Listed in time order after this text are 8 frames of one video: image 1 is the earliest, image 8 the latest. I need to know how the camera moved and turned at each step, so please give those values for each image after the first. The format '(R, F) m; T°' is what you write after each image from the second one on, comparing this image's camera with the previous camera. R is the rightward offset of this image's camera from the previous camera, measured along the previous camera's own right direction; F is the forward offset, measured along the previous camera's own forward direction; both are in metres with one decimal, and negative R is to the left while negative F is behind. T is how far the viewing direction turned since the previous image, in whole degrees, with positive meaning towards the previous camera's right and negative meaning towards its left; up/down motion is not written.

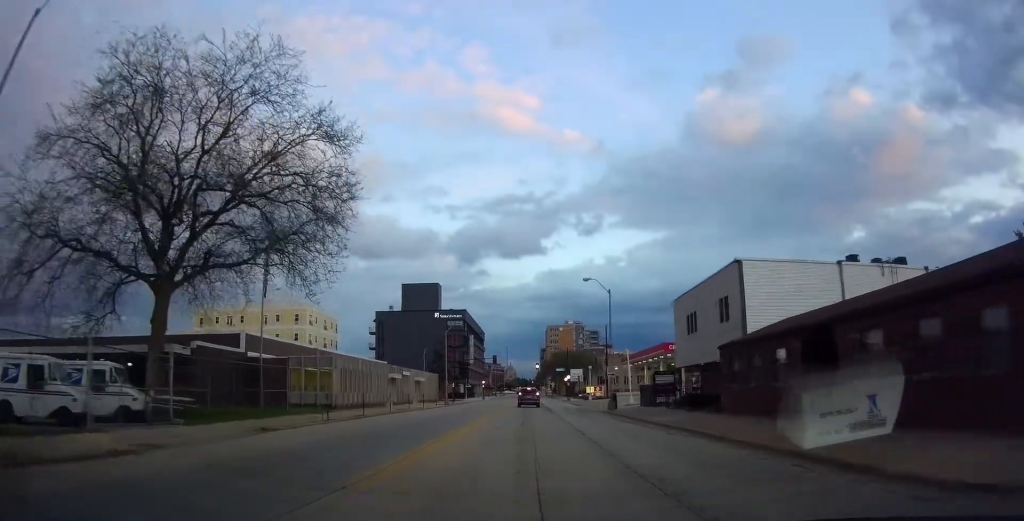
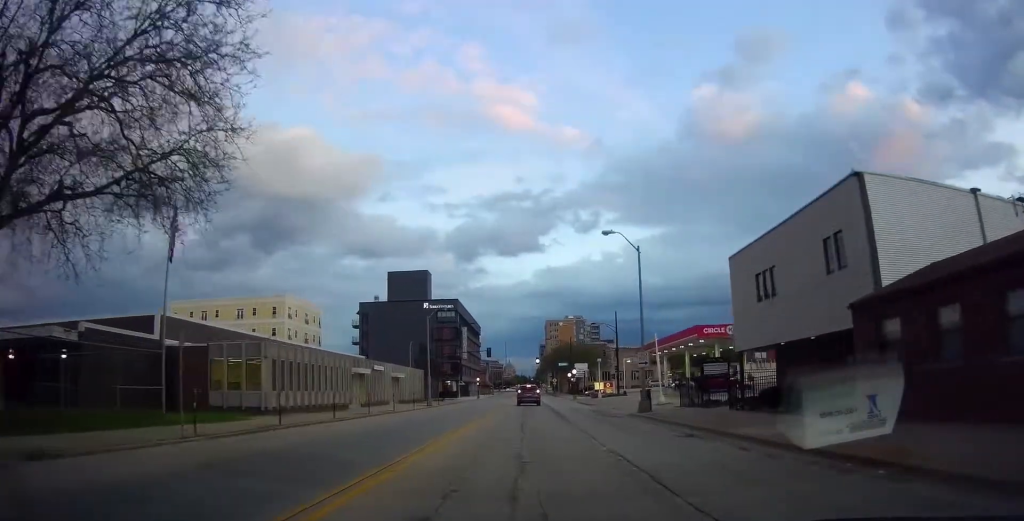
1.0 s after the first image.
(-0.8, +12.0) m; 0°
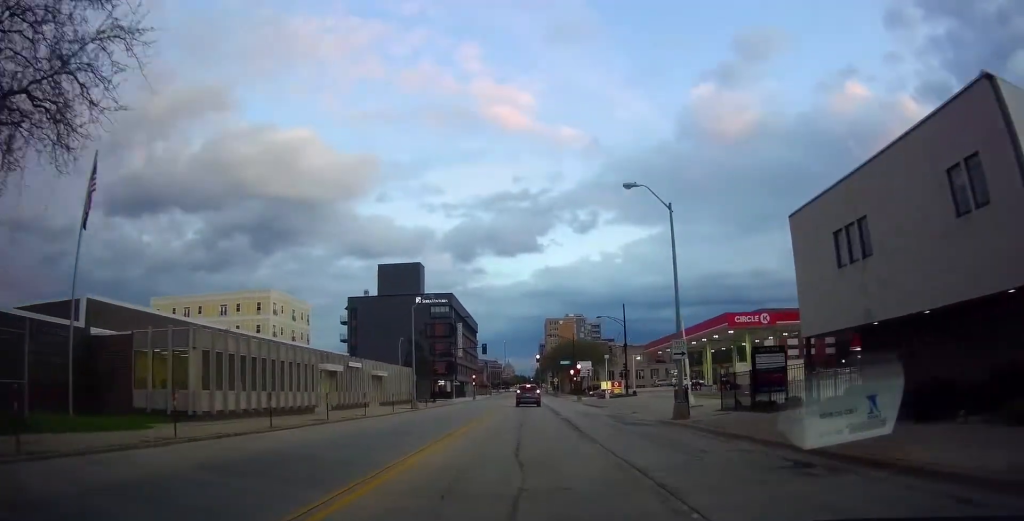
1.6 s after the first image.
(+0.4, +7.4) m; +2°
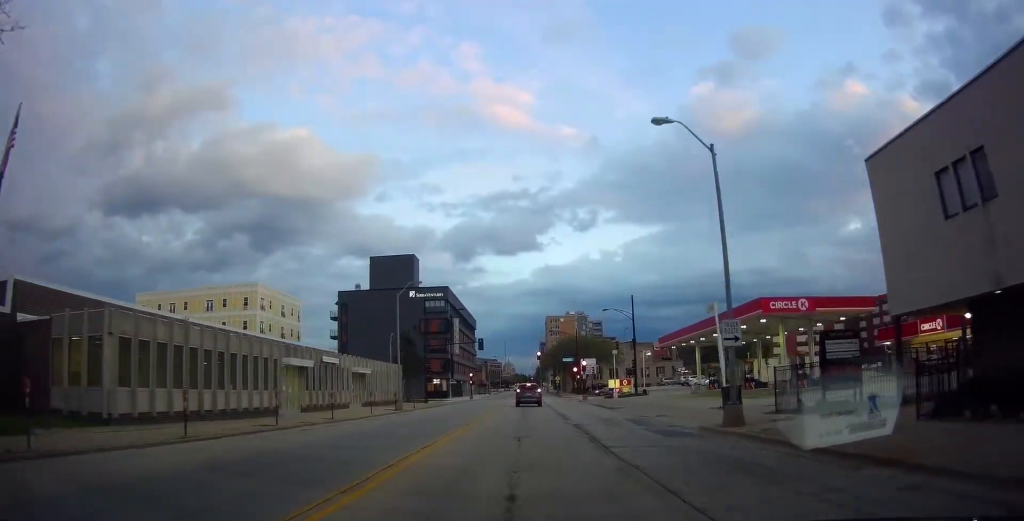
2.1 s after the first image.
(+0.2, +6.1) m; +2°
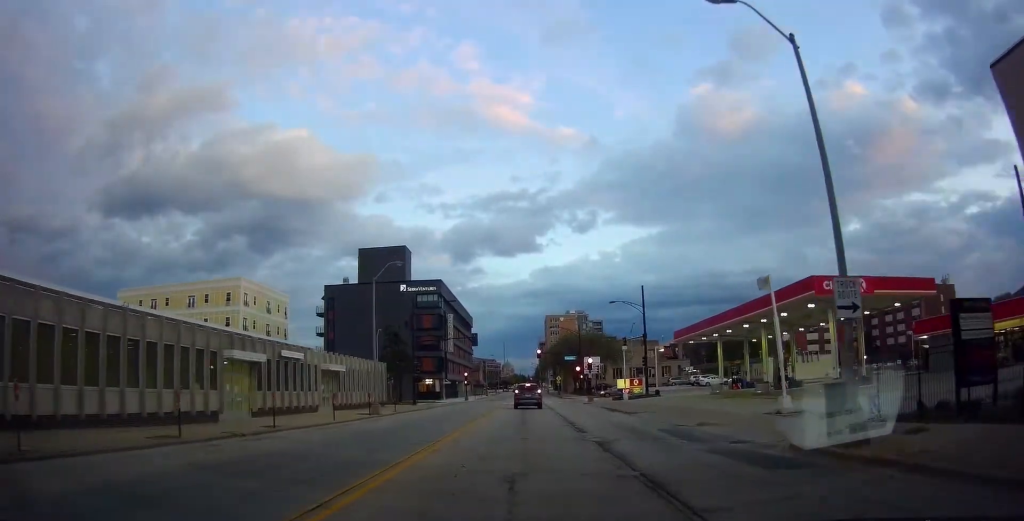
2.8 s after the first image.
(0.0, +6.9) m; 0°
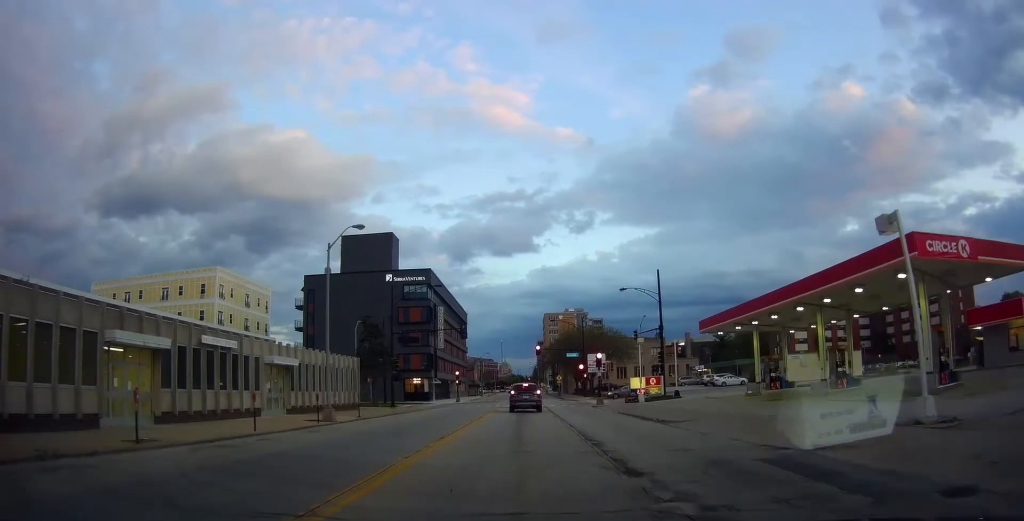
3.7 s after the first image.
(0.0, +8.7) m; 0°
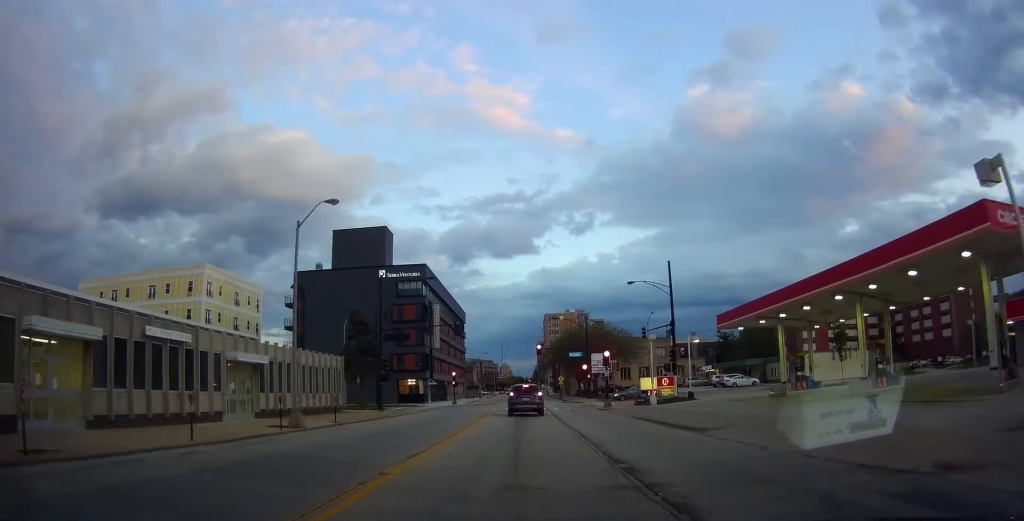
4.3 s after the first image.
(0.0, +4.7) m; 0°
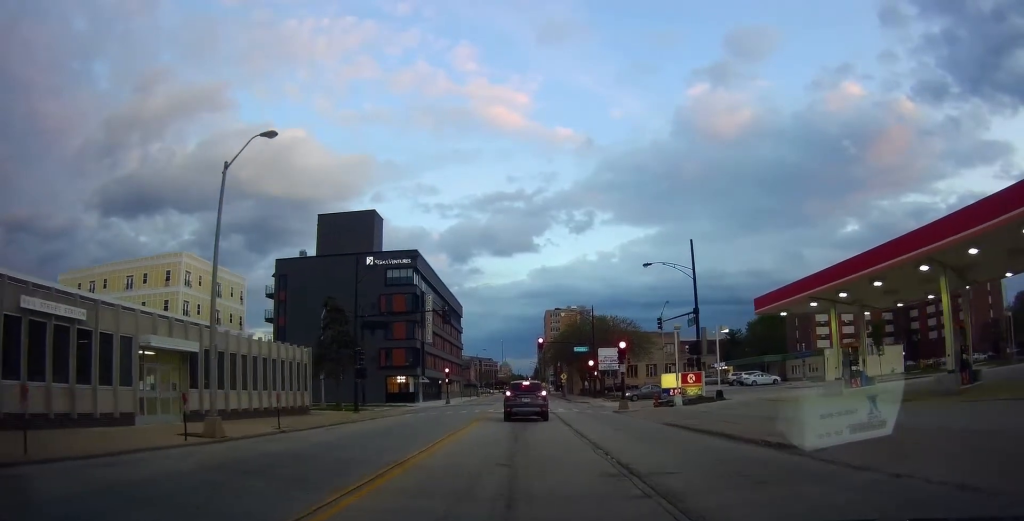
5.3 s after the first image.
(0.0, +7.0) m; 0°
